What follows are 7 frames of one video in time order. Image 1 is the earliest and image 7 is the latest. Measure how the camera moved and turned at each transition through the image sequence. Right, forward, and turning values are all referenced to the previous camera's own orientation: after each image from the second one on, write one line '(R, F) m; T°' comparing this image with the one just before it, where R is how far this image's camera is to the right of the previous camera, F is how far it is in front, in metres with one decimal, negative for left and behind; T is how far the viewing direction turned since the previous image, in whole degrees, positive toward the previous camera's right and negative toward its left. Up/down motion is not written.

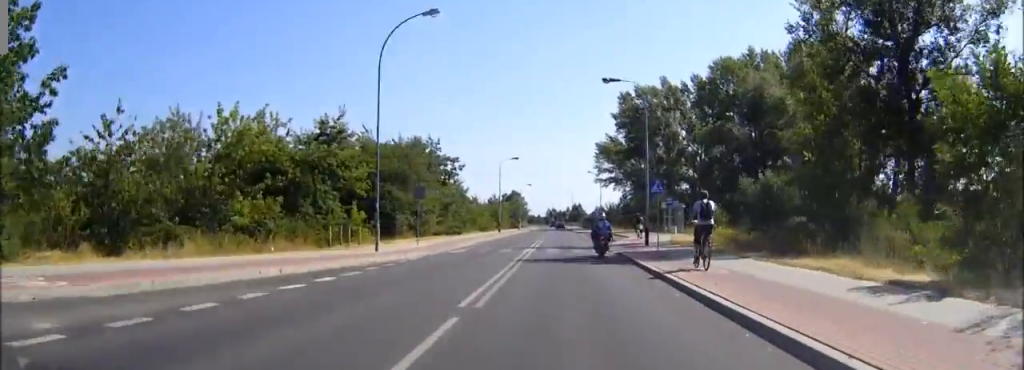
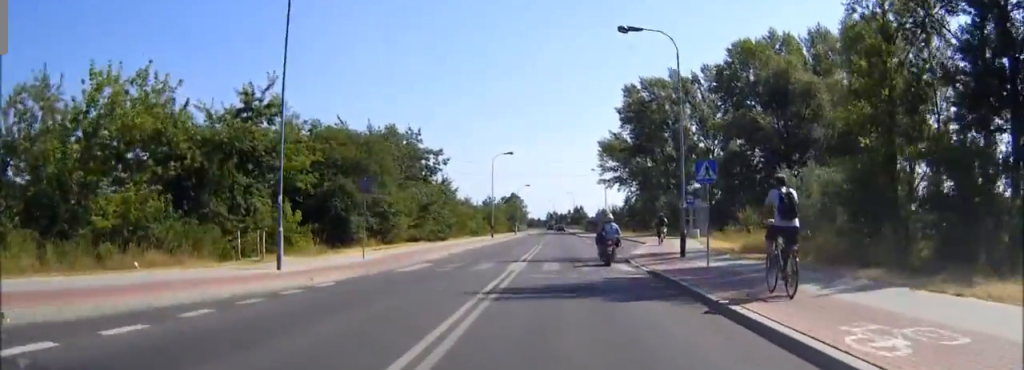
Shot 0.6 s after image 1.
(0.0, +10.1) m; 0°
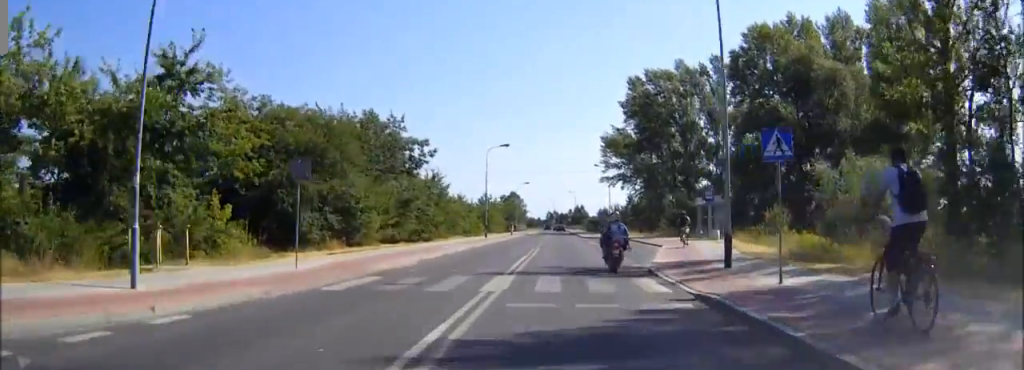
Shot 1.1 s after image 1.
(0.0, +6.8) m; 0°
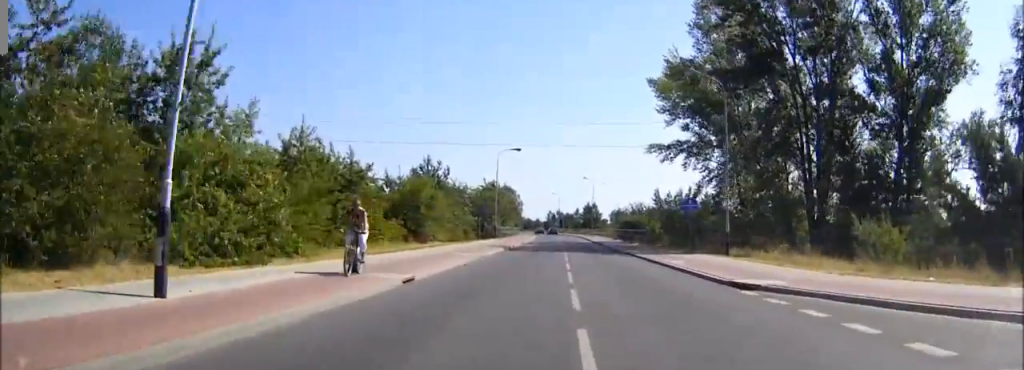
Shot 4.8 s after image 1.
(-1.2, +57.4) m; -1°
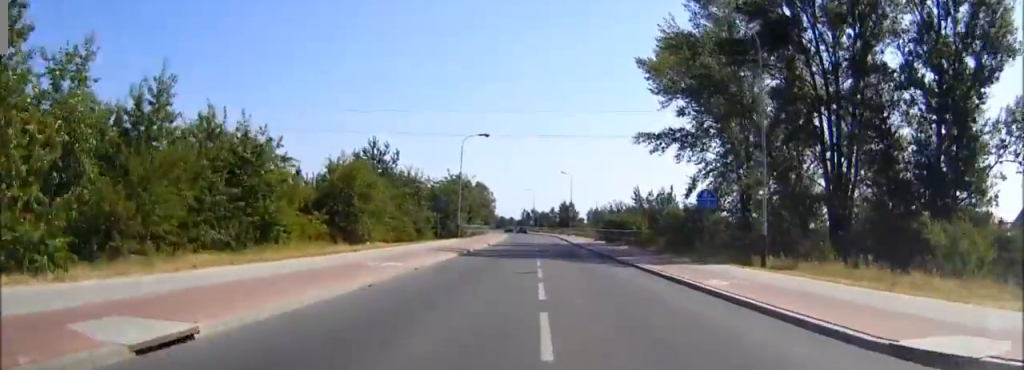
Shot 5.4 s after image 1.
(0.0, +9.7) m; +1°
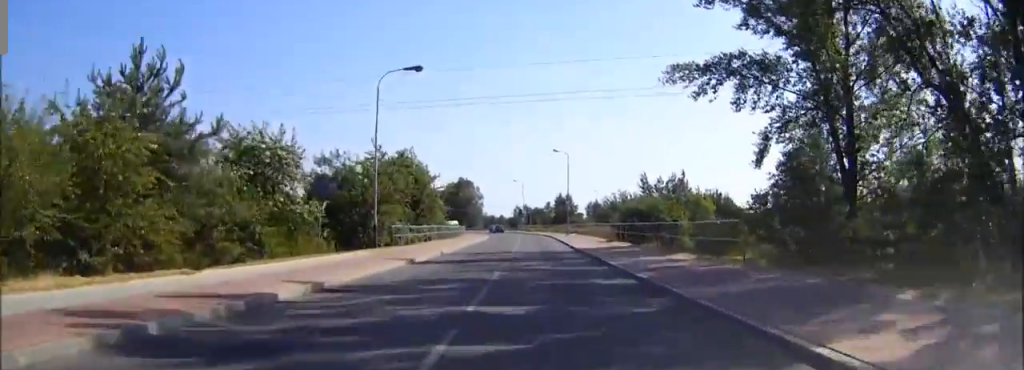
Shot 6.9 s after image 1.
(+0.6, +25.4) m; +1°
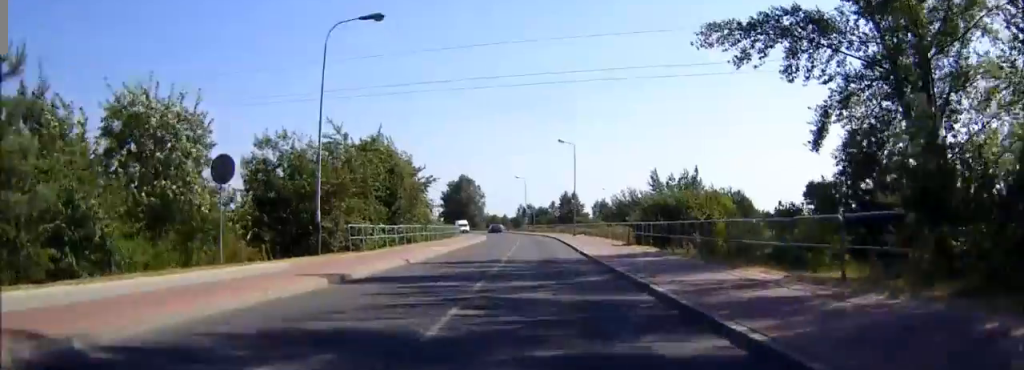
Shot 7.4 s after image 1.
(0.0, +9.0) m; 0°
